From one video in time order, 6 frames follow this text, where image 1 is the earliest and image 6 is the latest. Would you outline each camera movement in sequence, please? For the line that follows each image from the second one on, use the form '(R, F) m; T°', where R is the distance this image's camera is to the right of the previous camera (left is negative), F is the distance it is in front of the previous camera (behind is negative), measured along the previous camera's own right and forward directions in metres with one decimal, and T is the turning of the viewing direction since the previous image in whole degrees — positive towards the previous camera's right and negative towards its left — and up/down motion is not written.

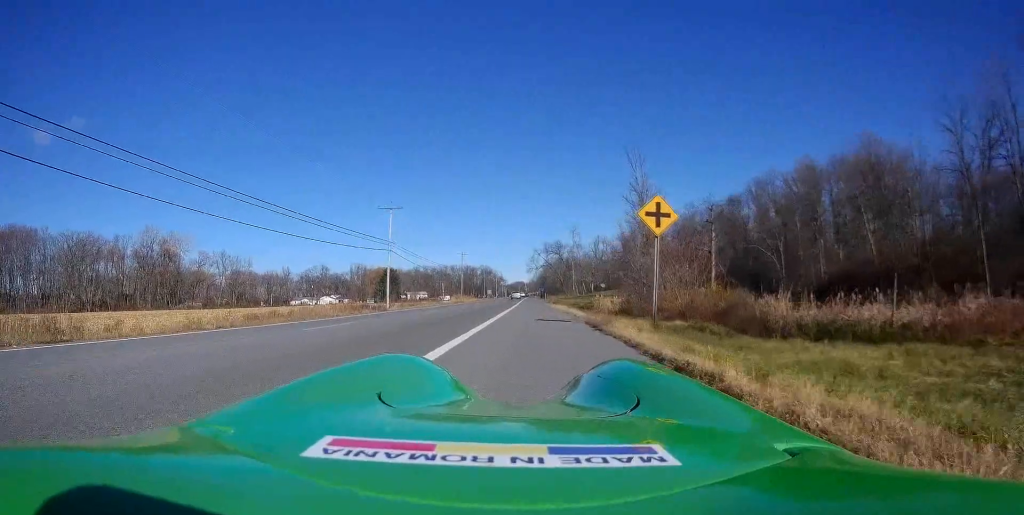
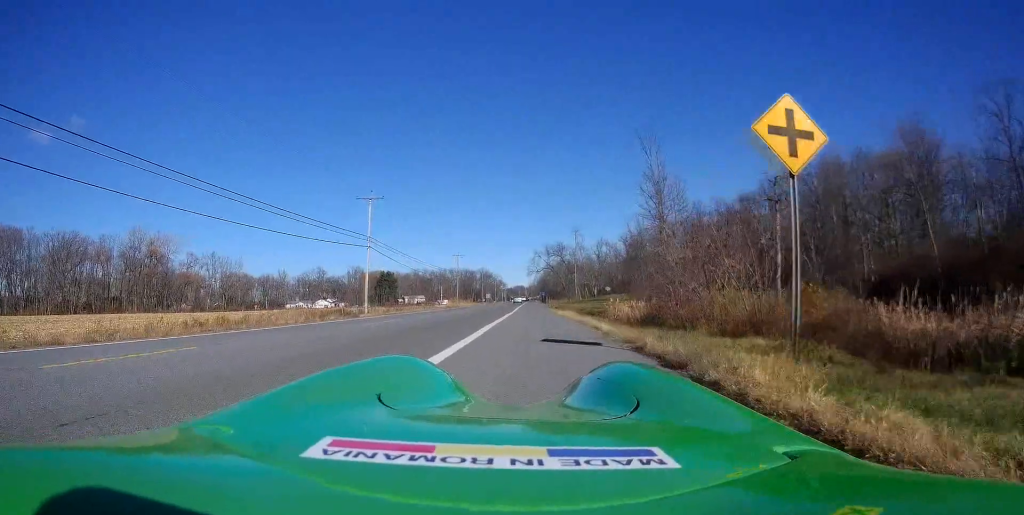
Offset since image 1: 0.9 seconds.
(+0.3, +7.7) m; +1°
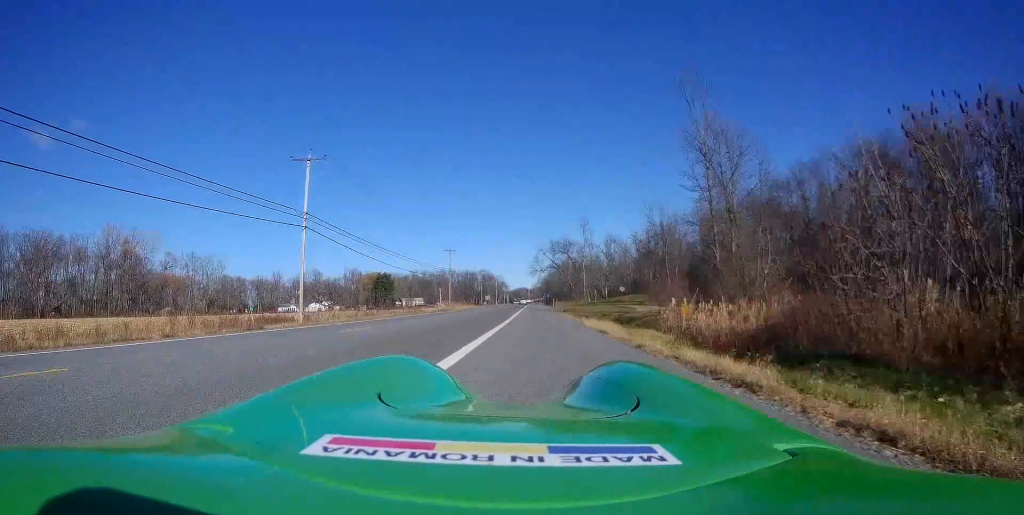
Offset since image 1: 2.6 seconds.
(-0.2, +15.2) m; -2°
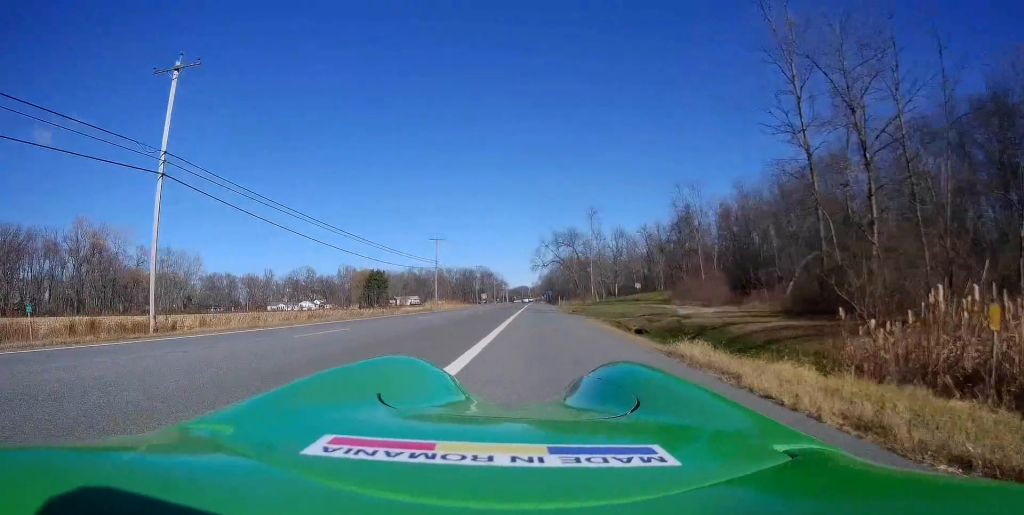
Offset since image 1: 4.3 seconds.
(-0.2, +15.1) m; -3°
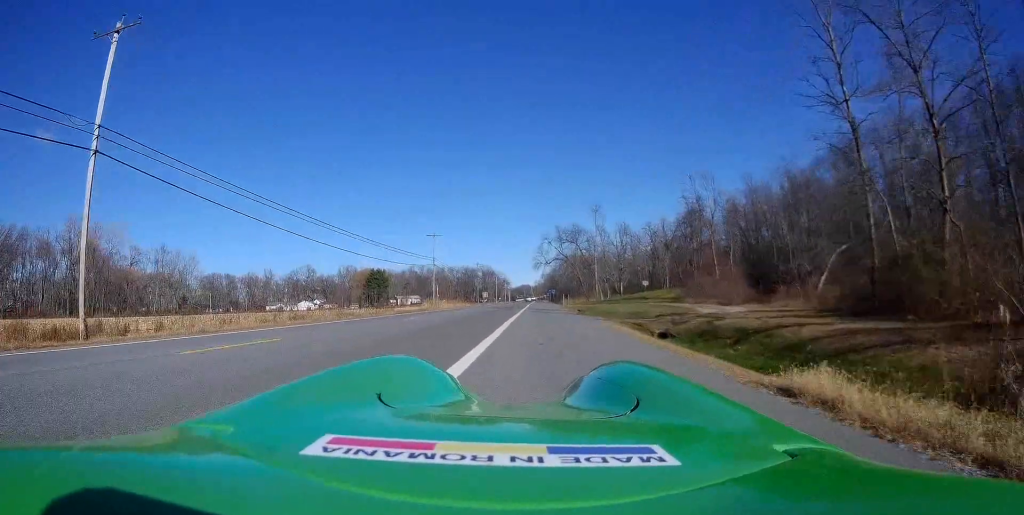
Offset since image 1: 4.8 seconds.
(-0.2, +4.0) m; 0°
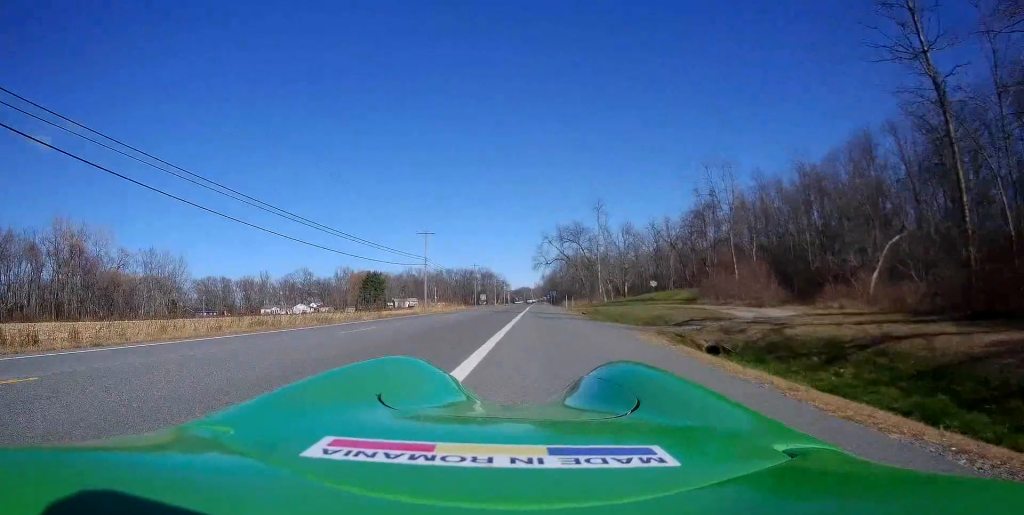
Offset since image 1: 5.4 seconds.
(0.0, +5.9) m; 0°
